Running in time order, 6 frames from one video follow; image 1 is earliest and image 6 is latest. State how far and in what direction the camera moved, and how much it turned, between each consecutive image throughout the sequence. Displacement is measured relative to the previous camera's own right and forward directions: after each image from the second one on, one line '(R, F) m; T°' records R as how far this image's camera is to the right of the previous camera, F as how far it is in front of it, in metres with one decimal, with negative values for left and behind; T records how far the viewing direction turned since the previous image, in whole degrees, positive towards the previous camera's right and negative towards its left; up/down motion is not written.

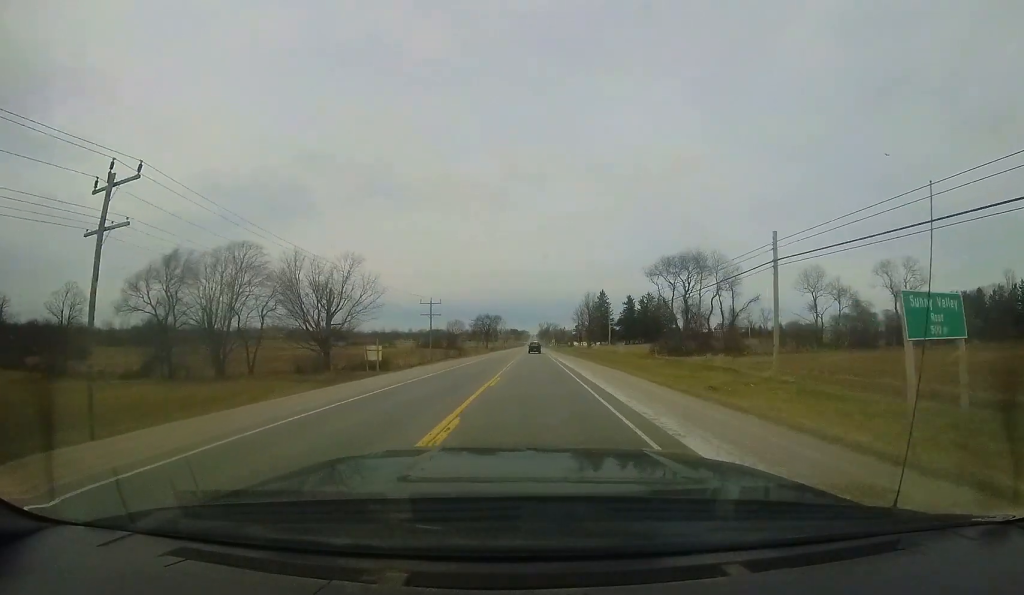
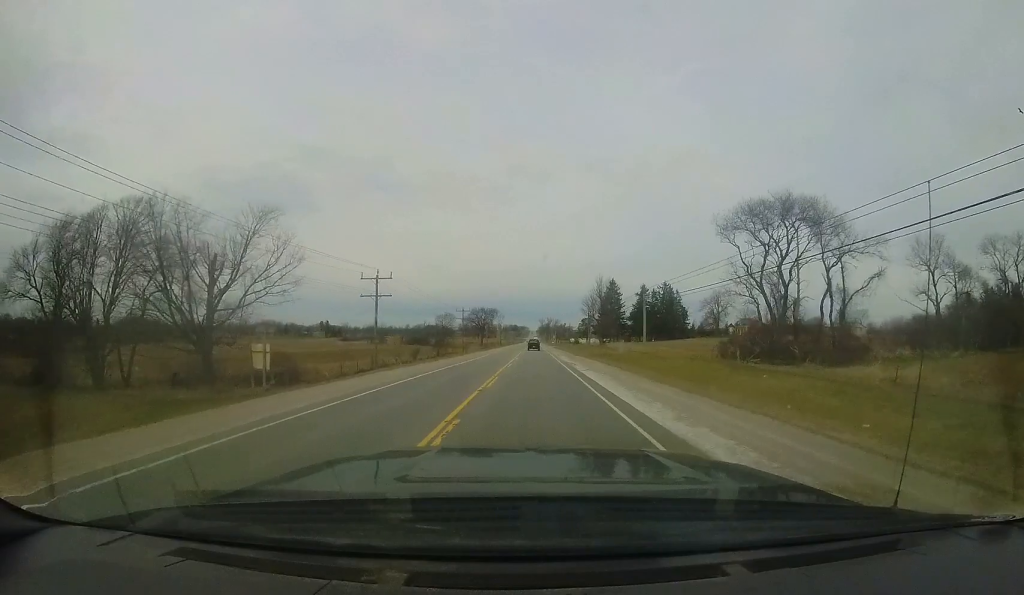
(-0.4, +18.5) m; -1°
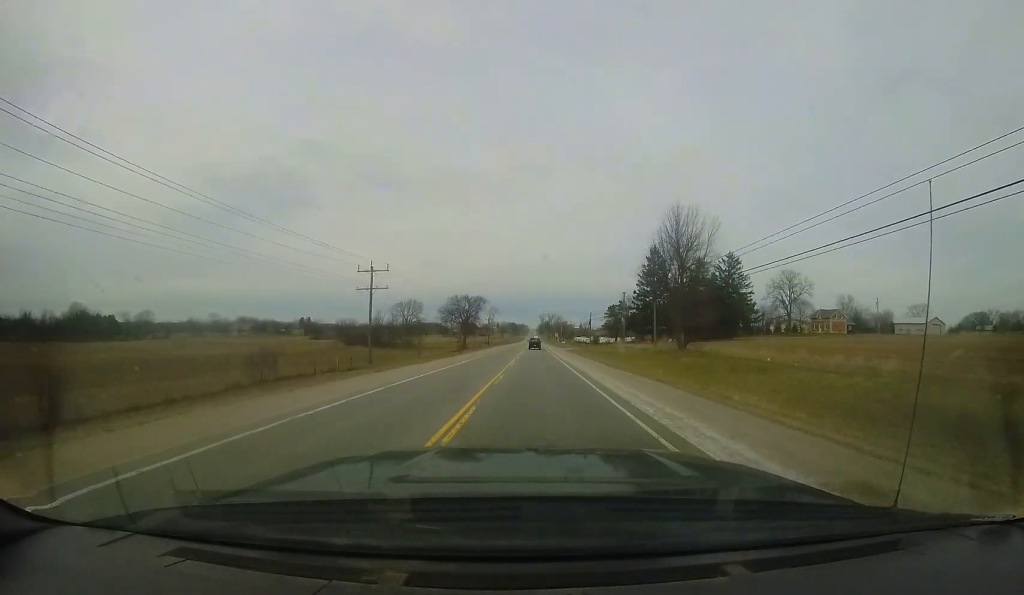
(+0.4, +43.6) m; +1°
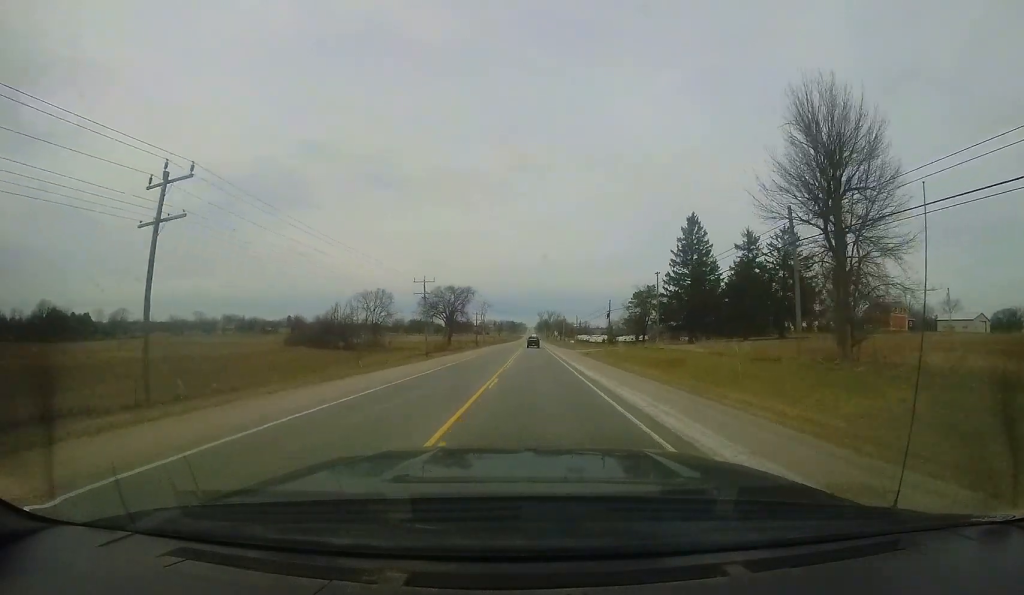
(-0.1, +21.0) m; -1°
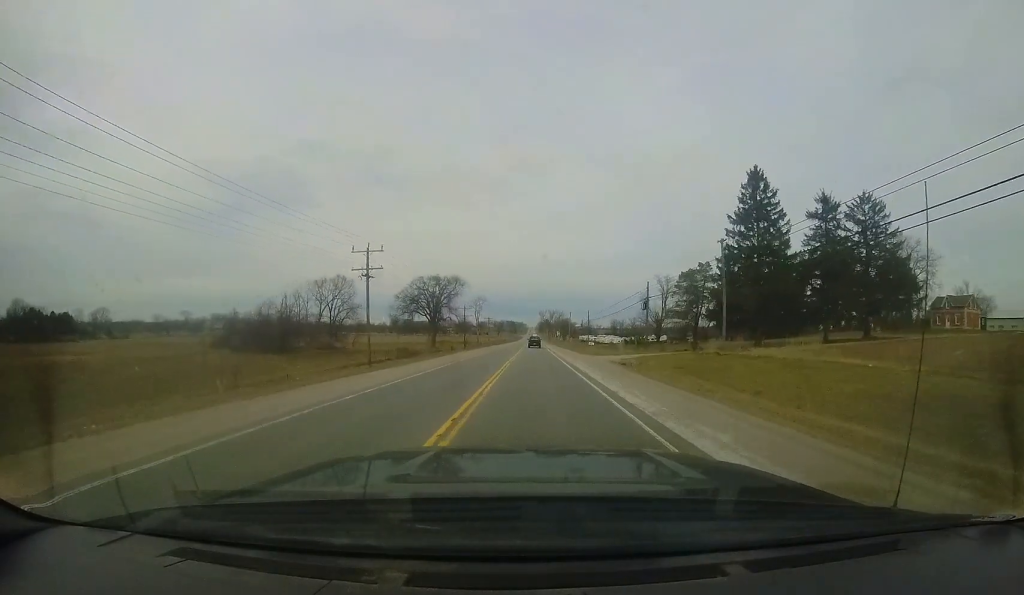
(-0.2, +18.6) m; 0°
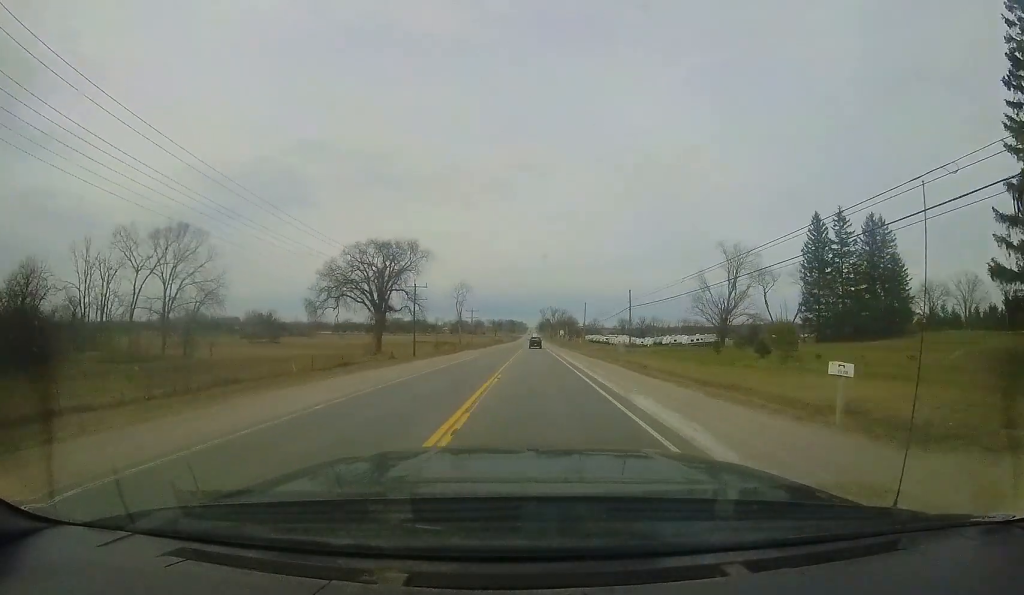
(+0.7, +33.8) m; +1°
